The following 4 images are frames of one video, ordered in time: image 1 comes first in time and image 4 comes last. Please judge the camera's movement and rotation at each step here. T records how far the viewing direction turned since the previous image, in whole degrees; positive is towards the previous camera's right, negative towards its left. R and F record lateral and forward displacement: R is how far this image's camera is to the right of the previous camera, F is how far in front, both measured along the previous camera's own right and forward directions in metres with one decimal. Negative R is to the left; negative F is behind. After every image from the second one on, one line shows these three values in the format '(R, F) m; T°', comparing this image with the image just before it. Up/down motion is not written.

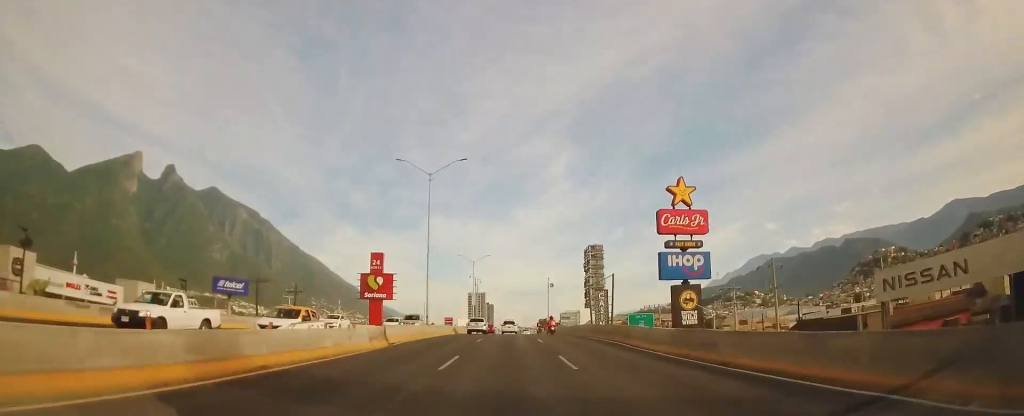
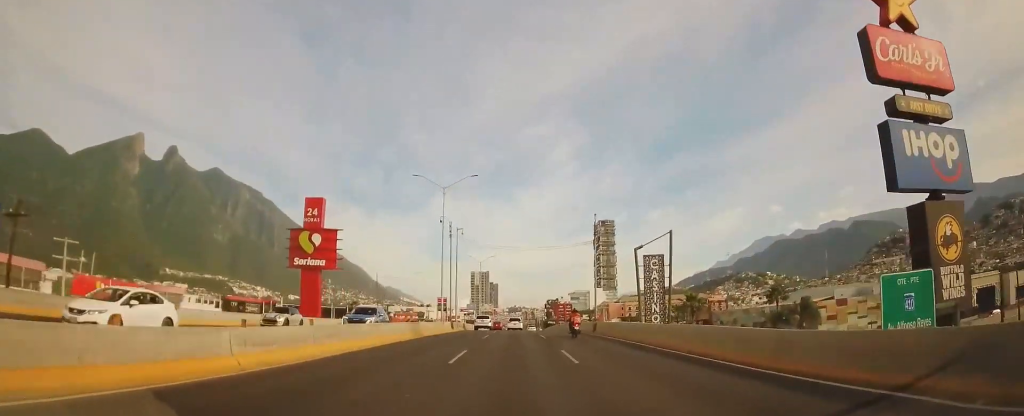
(-0.8, +44.6) m; 0°
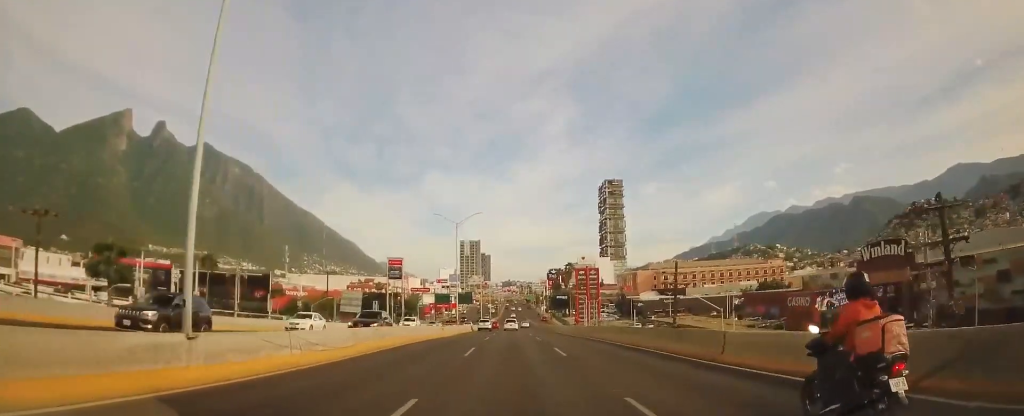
(+1.3, +86.4) m; +2°
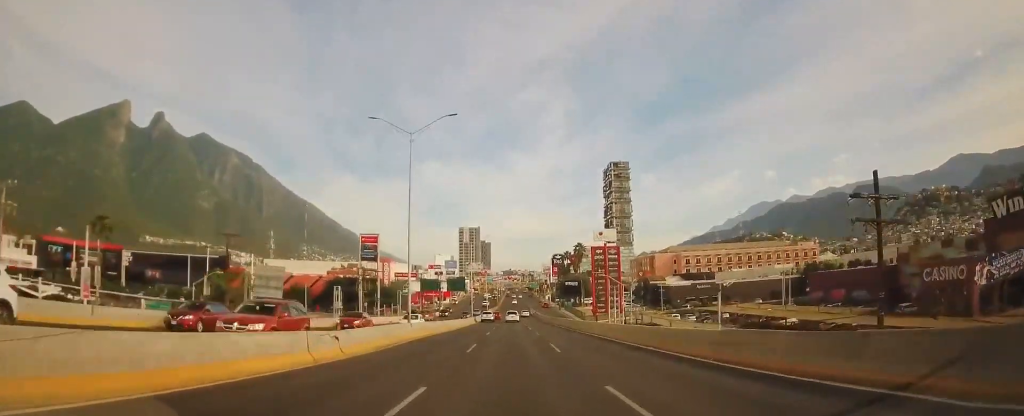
(-0.3, +28.9) m; -1°
